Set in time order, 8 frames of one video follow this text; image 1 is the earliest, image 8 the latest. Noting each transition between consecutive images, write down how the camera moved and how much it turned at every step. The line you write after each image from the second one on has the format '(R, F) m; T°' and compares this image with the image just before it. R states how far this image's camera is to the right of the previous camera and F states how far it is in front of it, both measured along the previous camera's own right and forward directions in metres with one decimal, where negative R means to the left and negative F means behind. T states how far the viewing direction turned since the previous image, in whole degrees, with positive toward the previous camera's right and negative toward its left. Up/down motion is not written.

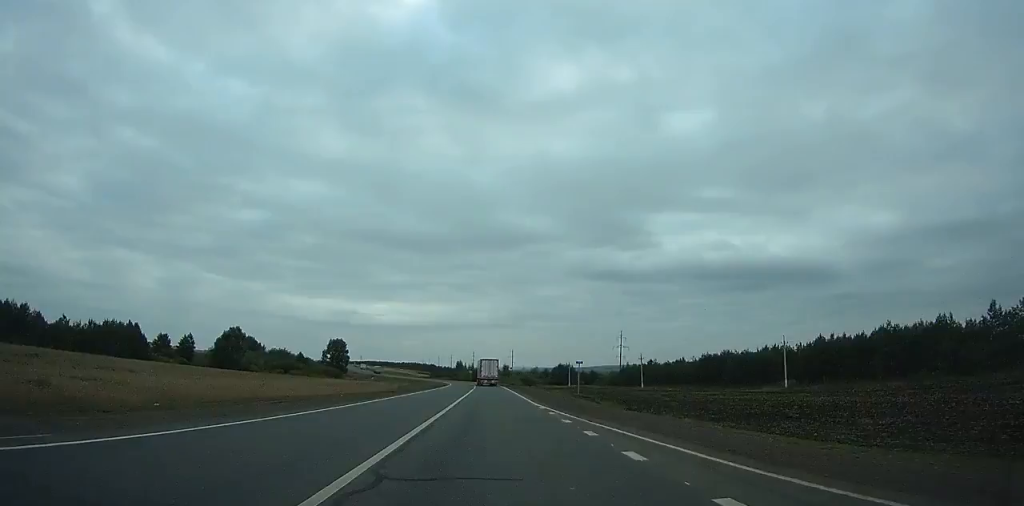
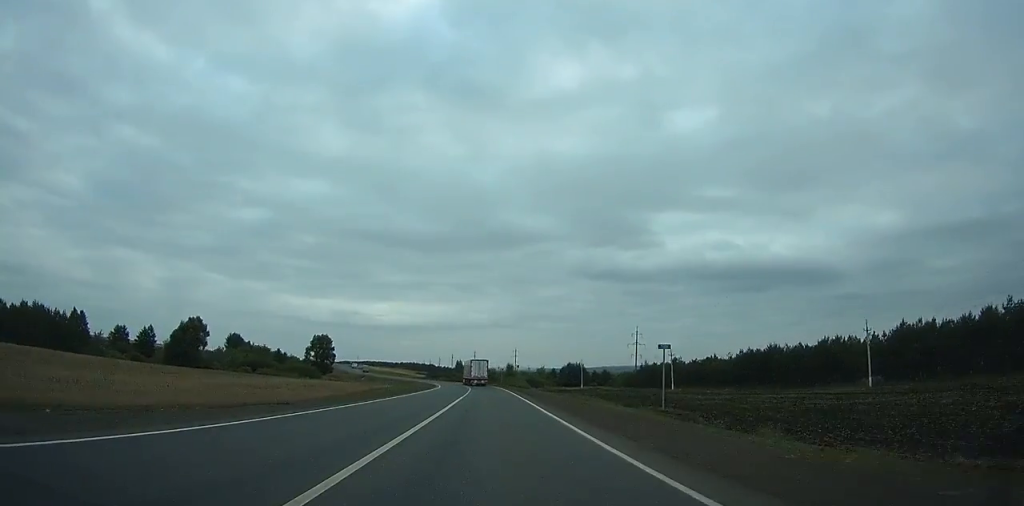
(0.0, +25.0) m; 0°
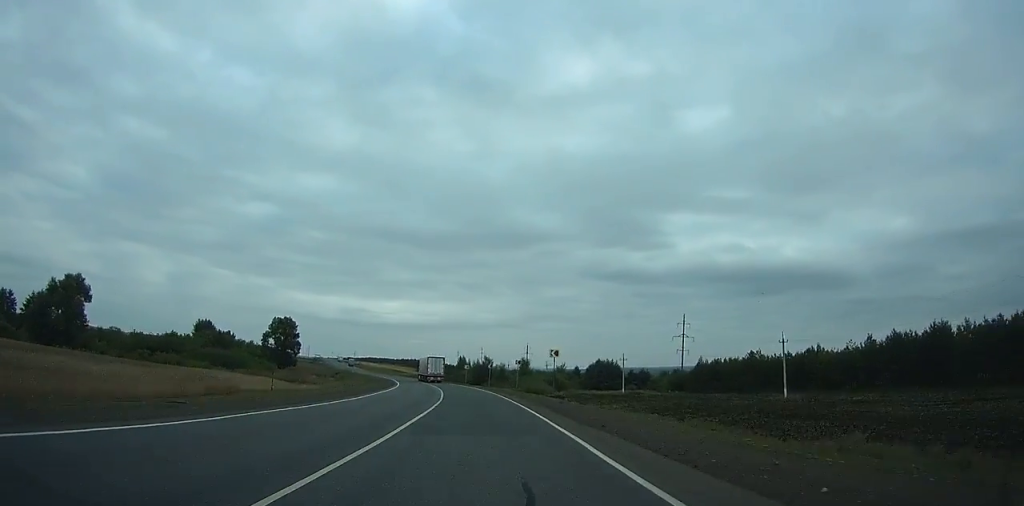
(-0.1, +48.0) m; -1°
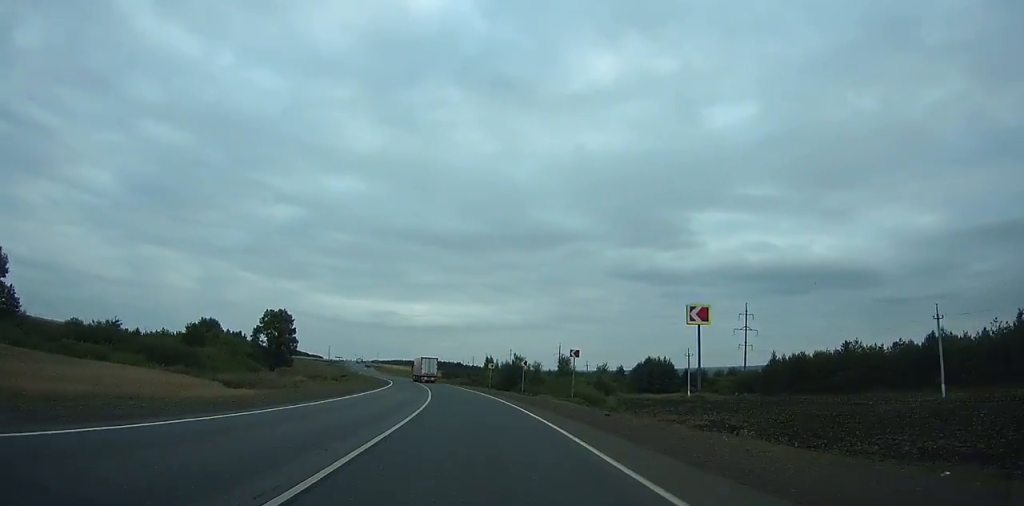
(-0.1, +27.0) m; -2°
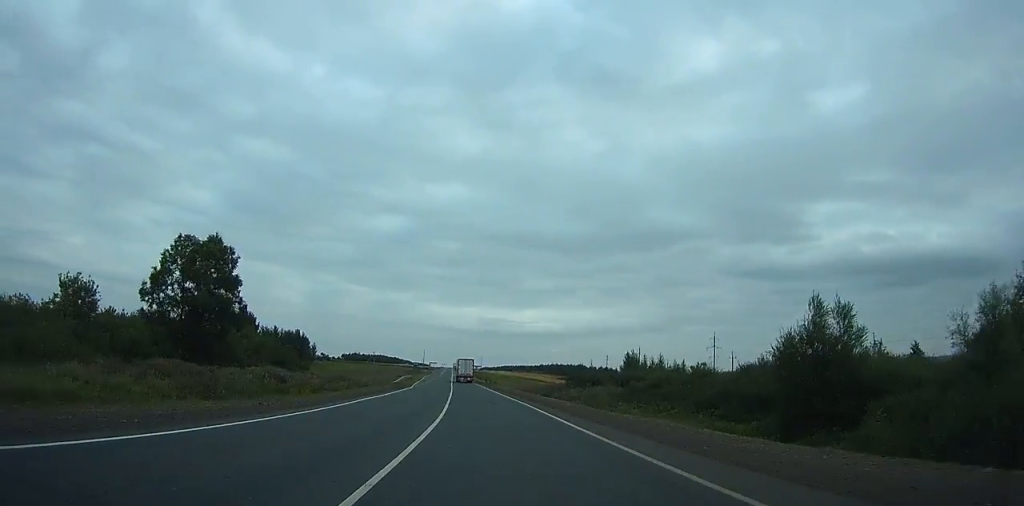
(-6.1, +85.1) m; -9°
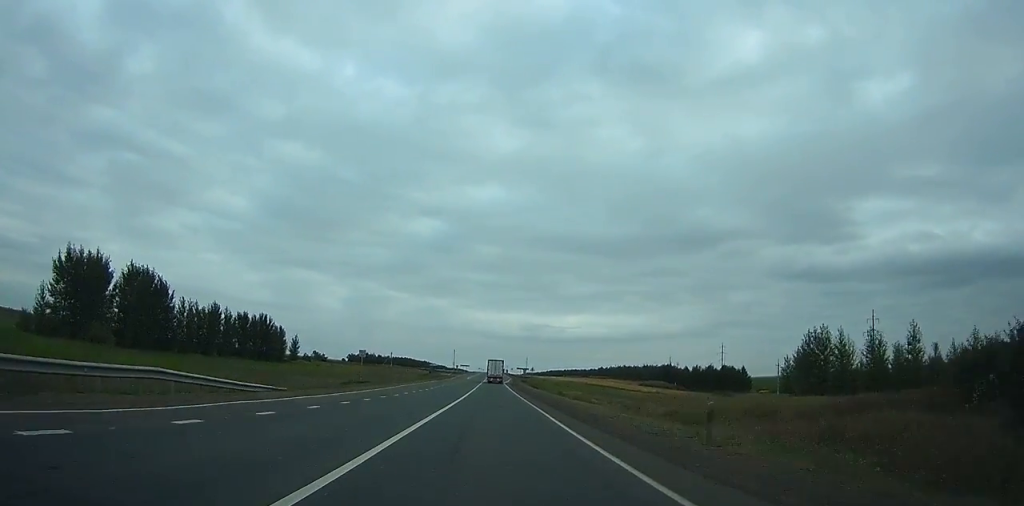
(-6.2, +90.7) m; -6°
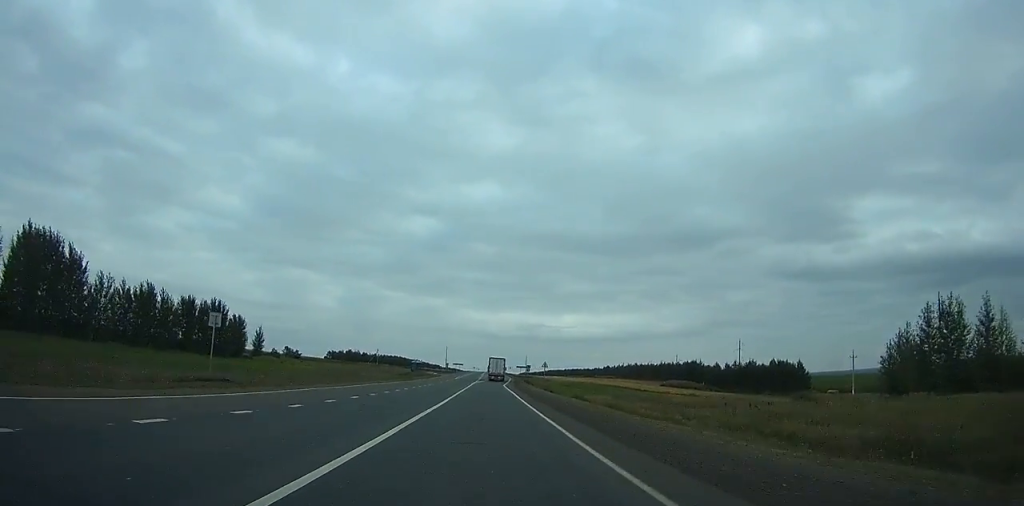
(-0.5, +31.9) m; 0°
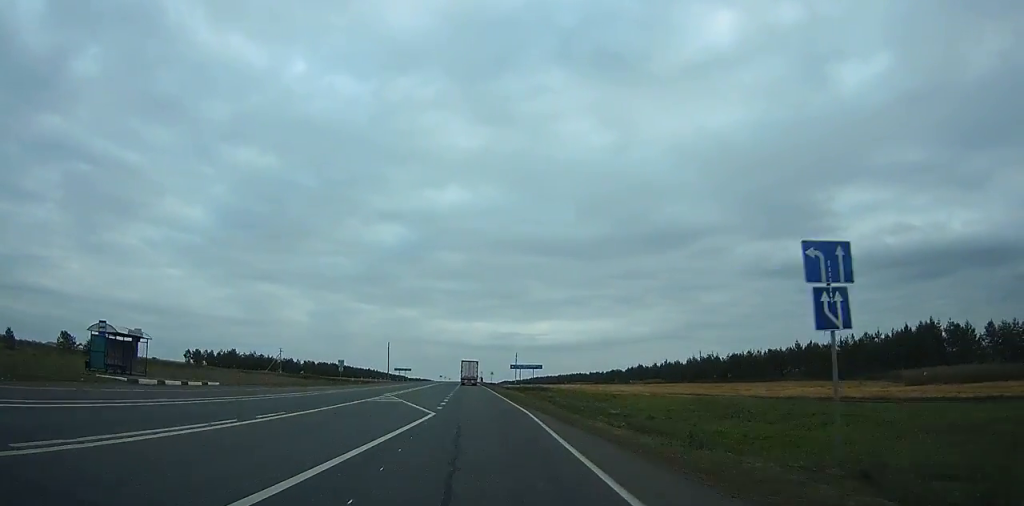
(+1.0, +121.4) m; +1°
